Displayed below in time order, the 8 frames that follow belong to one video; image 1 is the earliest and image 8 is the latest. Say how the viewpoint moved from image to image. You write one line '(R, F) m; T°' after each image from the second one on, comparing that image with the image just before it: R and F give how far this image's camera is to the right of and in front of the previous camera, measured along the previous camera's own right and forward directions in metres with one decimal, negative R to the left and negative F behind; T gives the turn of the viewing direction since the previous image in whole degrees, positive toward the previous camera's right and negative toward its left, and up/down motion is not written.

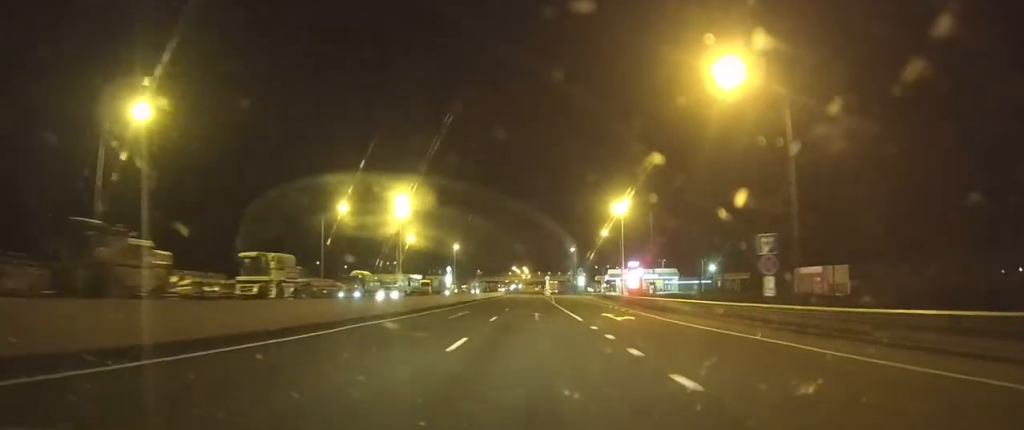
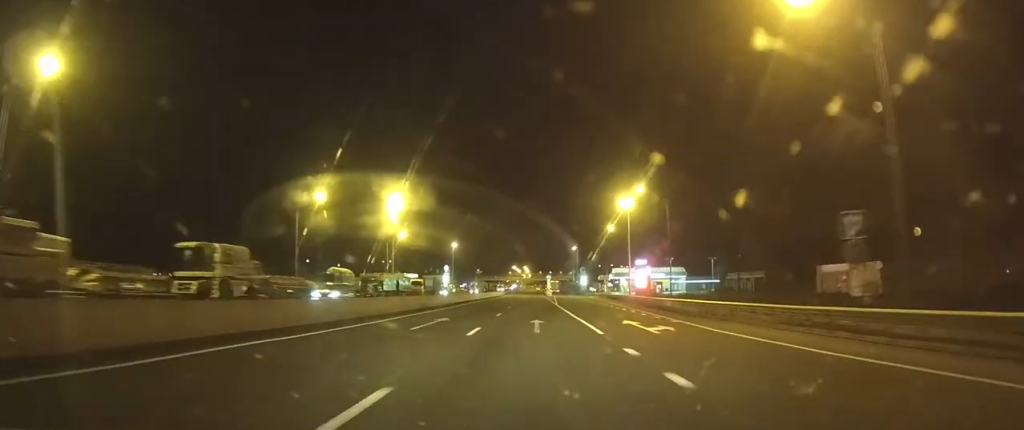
(0.0, +7.9) m; 0°
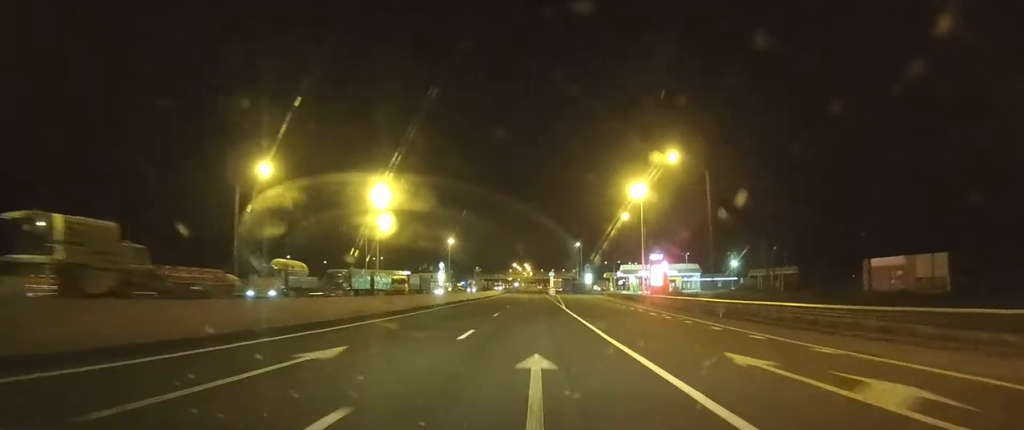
(0.0, +13.4) m; 0°
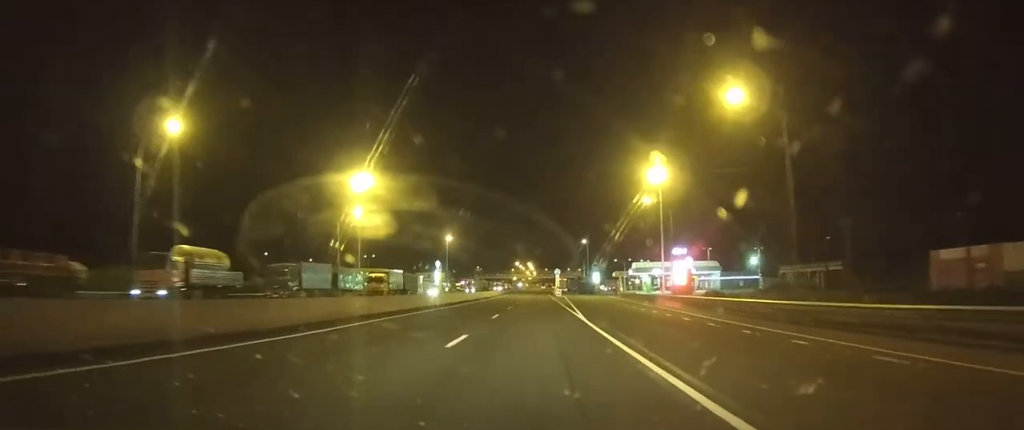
(0.0, +14.0) m; 0°
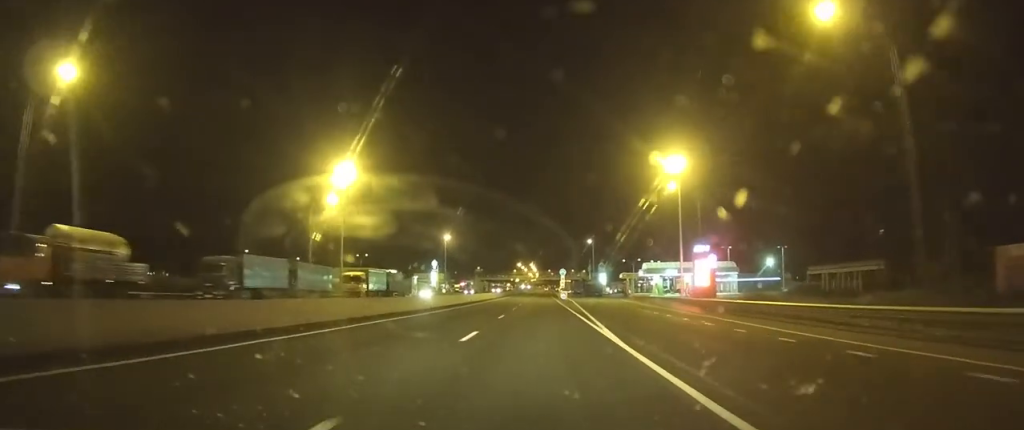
(0.0, +10.3) m; 0°
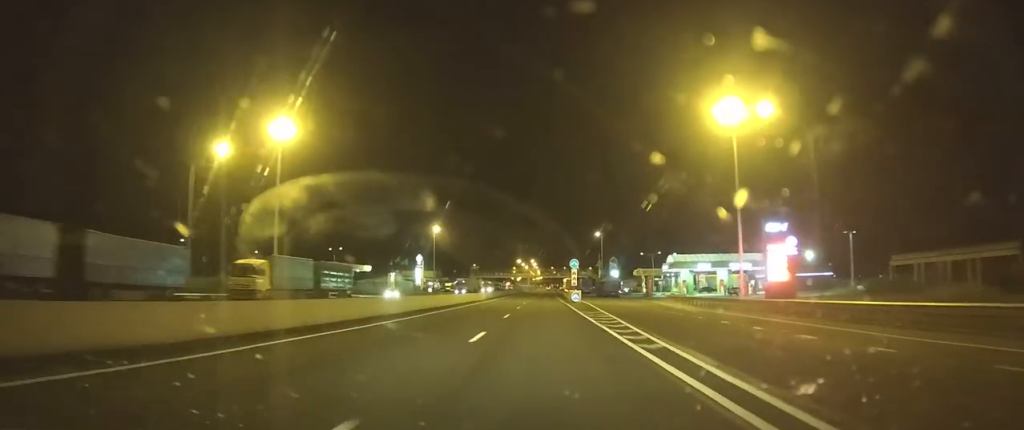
(-0.1, +23.8) m; 0°
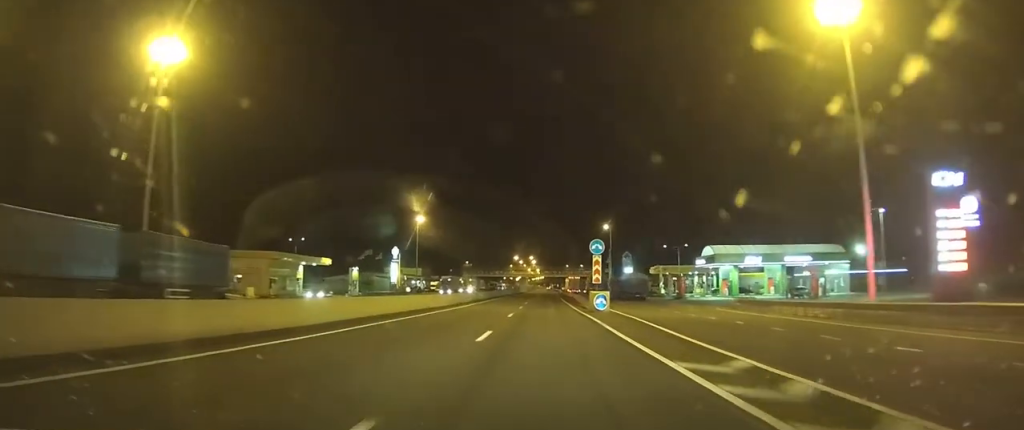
(-0.1, +23.8) m; 0°
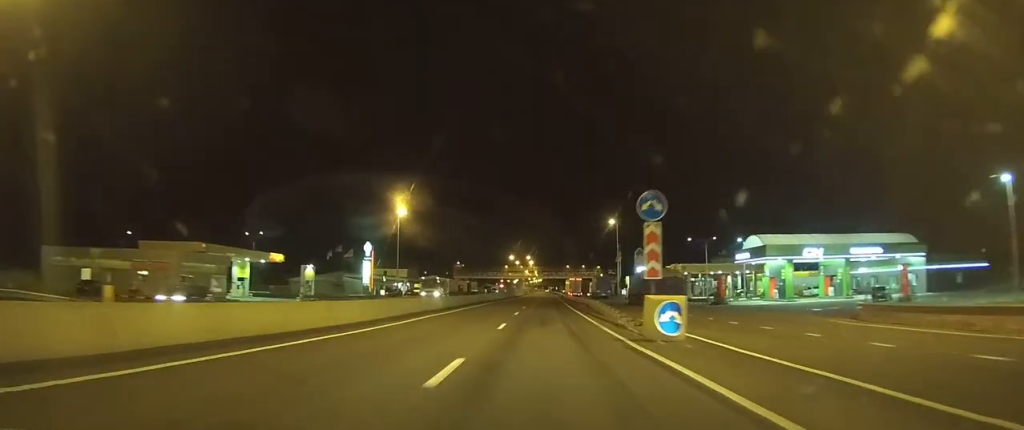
(+0.2, +18.4) m; 0°
